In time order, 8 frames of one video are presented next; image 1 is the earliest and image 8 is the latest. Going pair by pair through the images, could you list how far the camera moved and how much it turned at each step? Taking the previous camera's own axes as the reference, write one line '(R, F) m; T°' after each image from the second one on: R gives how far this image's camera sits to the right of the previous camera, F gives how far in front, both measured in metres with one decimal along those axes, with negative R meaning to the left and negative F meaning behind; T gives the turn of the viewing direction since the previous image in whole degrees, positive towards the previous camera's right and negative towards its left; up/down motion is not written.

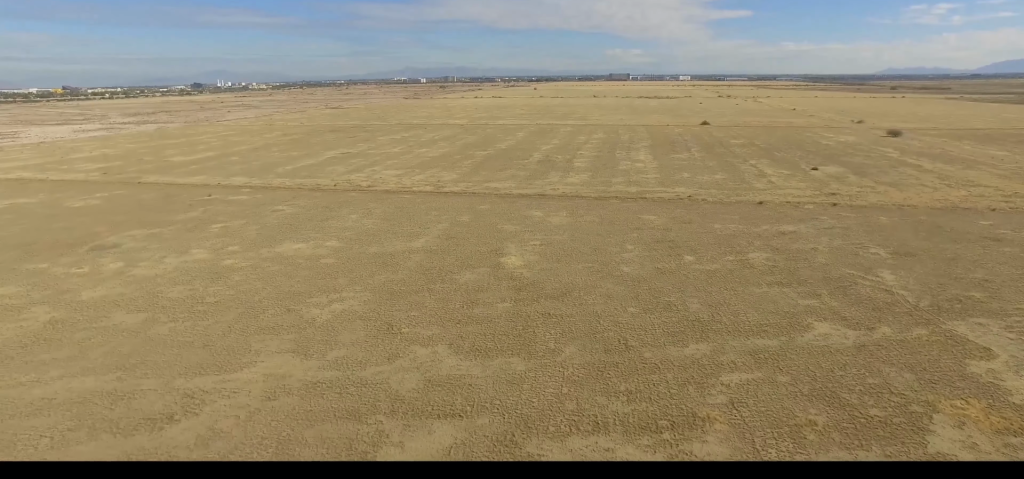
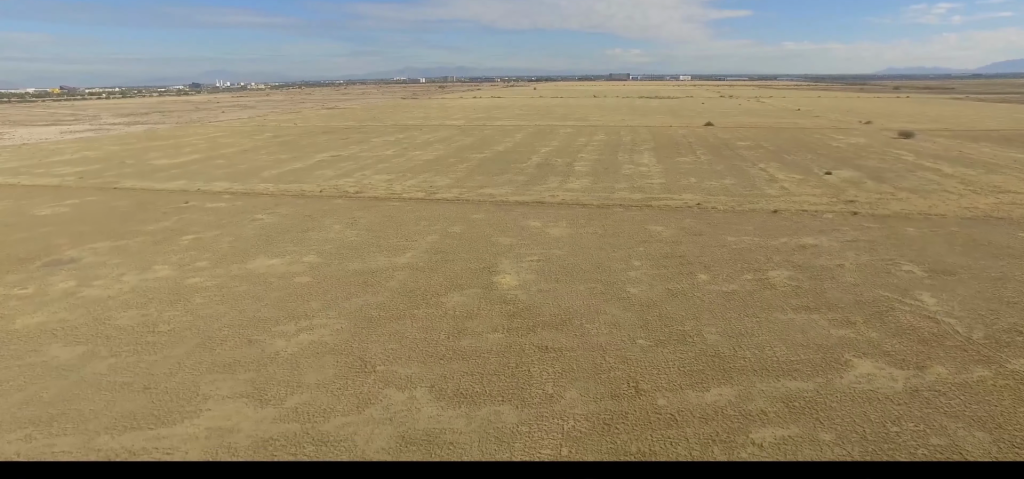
(0.0, +7.0) m; 0°
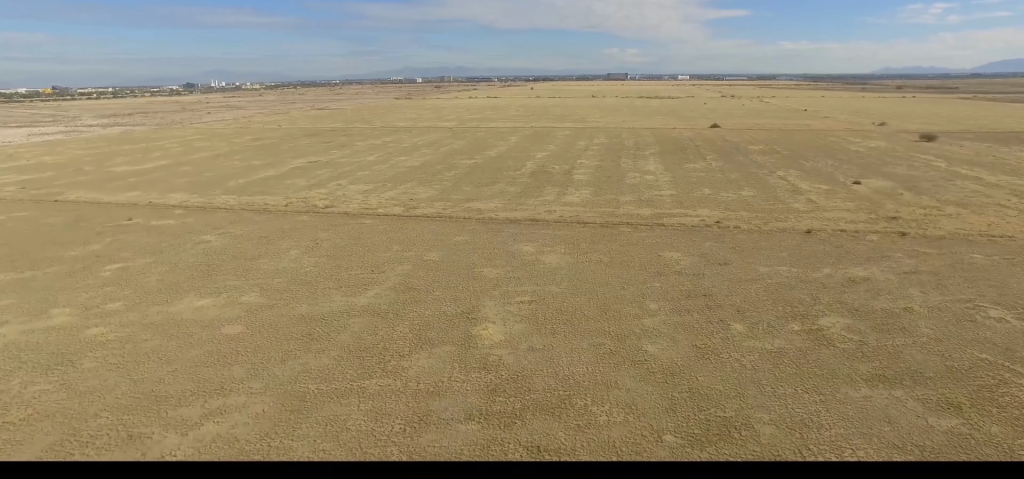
(-0.1, +14.0) m; -1°
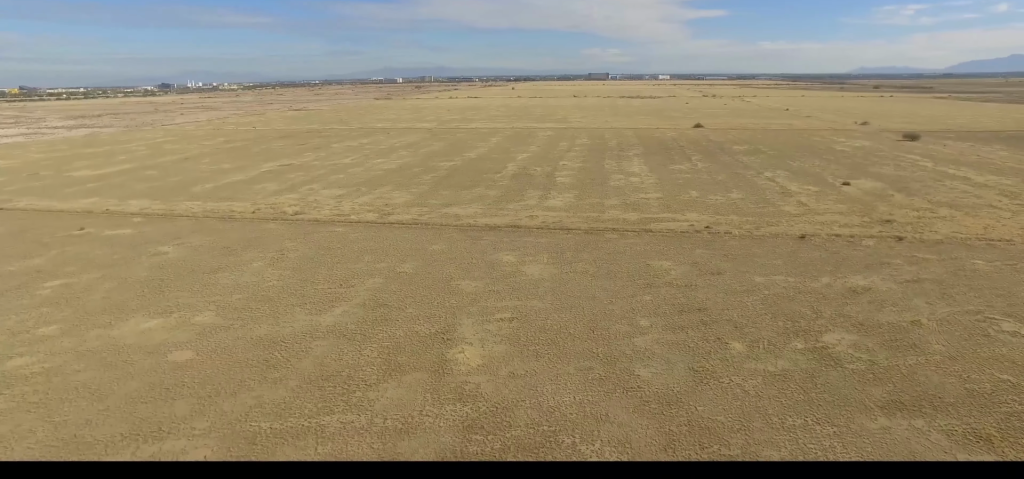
(0.0, +5.0) m; 0°
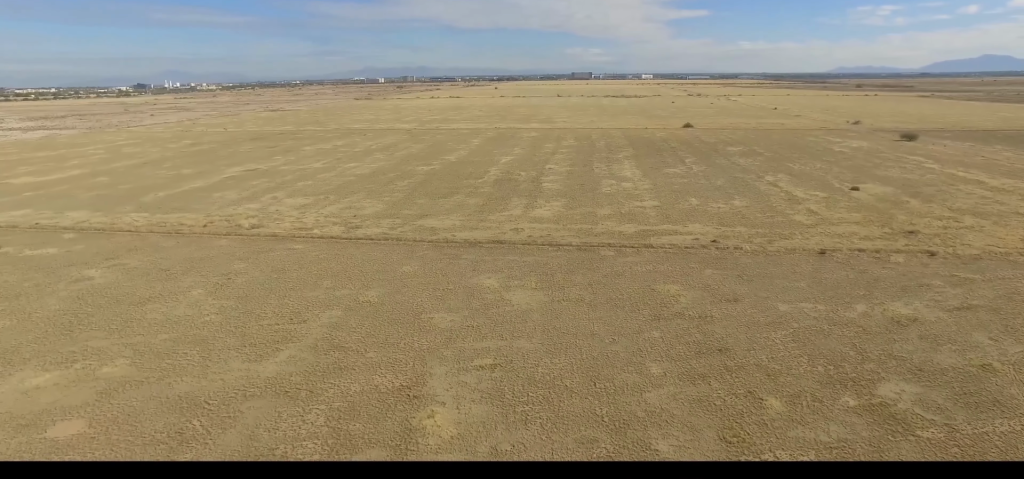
(-0.1, +10.0) m; 0°
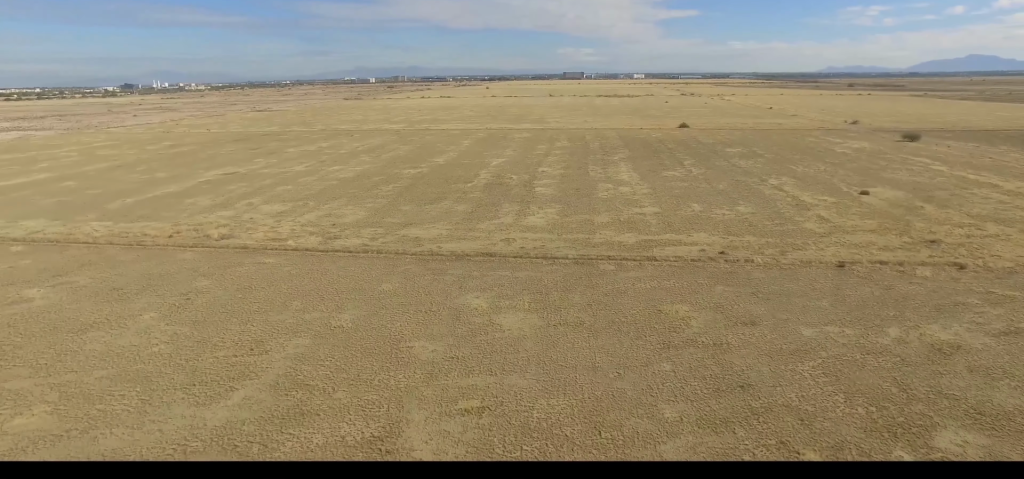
(0.0, +6.0) m; 0°
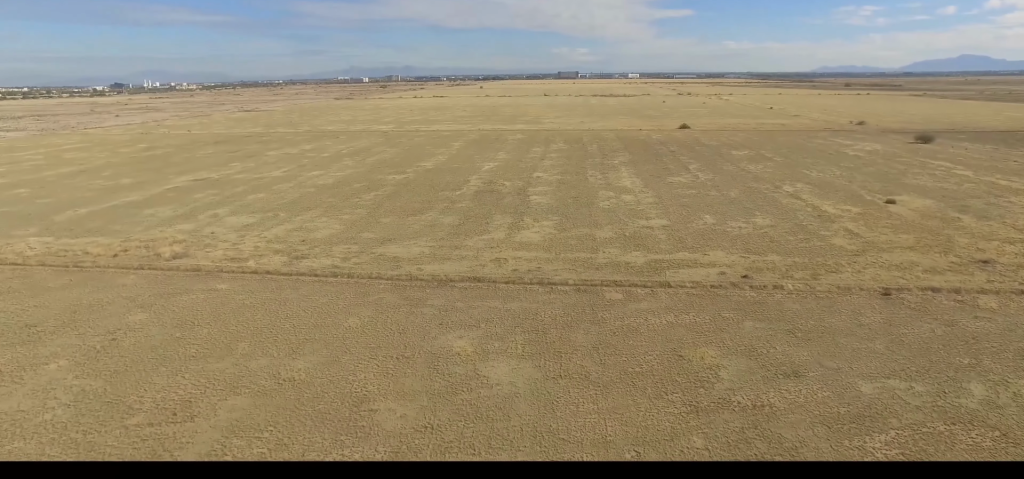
(0.0, +9.5) m; +1°
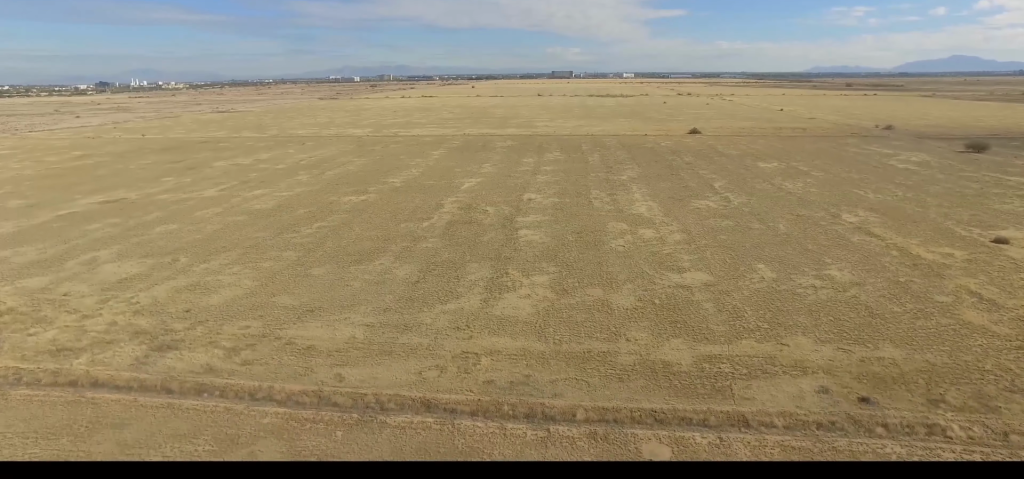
(+0.3, +23.2) m; +2°
